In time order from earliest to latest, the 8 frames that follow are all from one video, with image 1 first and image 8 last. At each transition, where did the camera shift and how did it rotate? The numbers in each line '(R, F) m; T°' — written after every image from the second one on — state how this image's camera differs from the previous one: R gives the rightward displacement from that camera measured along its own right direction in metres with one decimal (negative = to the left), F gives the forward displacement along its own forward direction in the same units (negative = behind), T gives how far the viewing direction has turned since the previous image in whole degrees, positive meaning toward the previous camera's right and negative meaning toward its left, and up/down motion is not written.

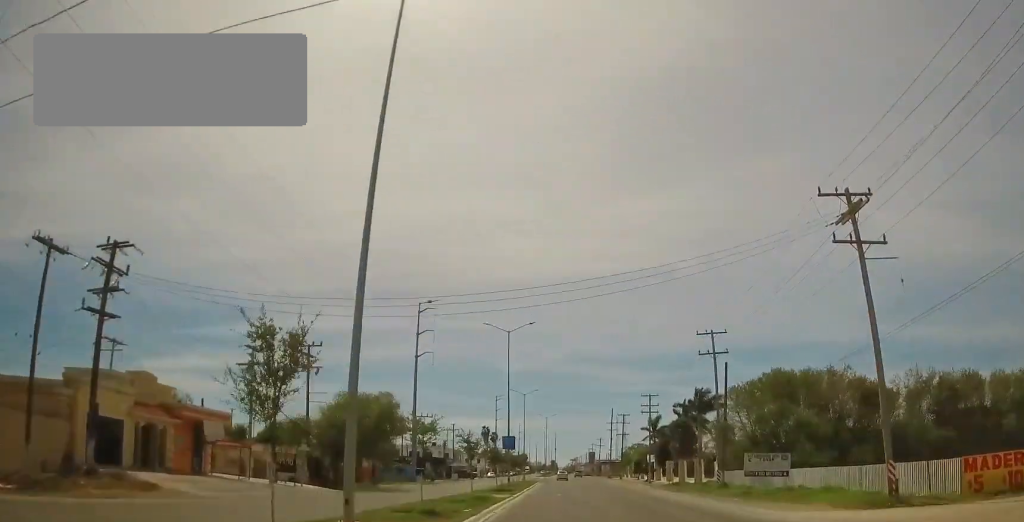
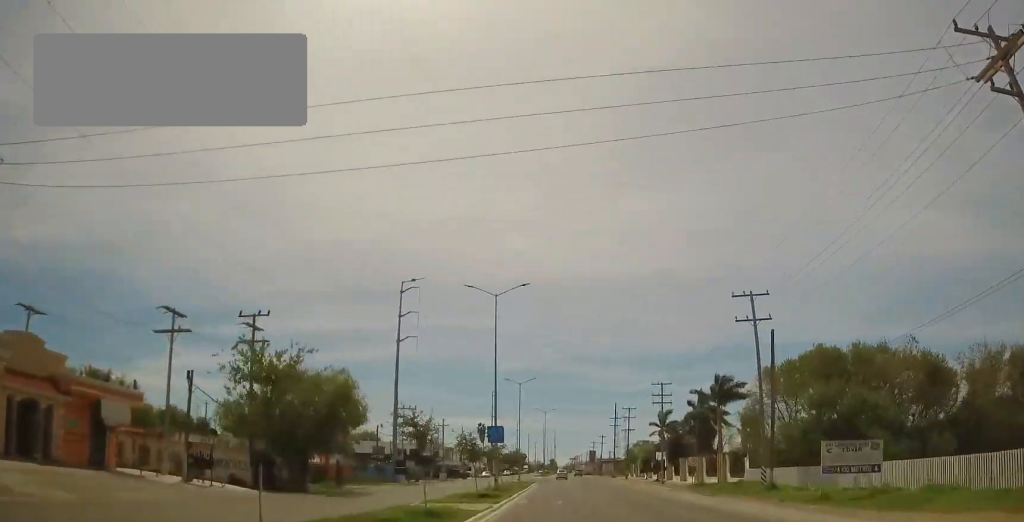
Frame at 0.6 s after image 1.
(0.0, +10.4) m; 0°
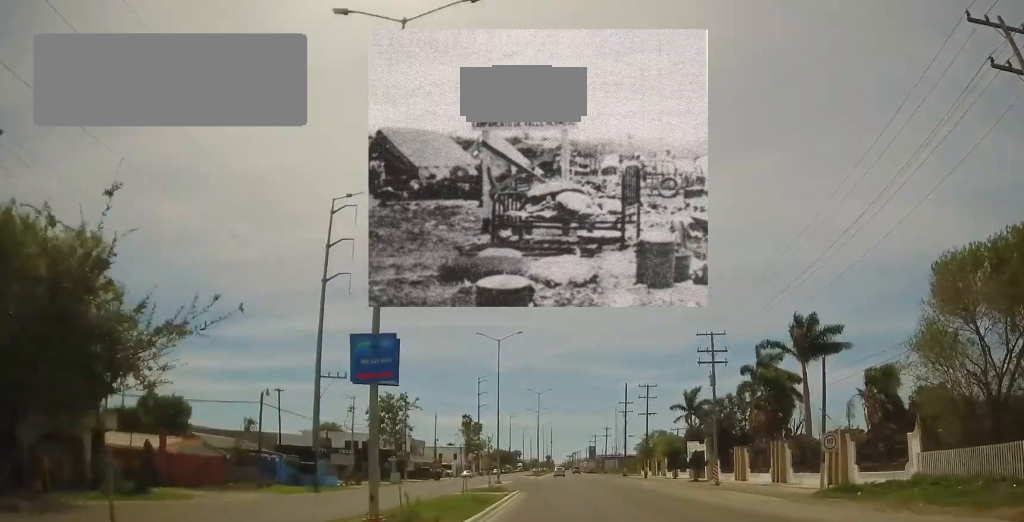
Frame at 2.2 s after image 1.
(0.0, +26.2) m; 0°
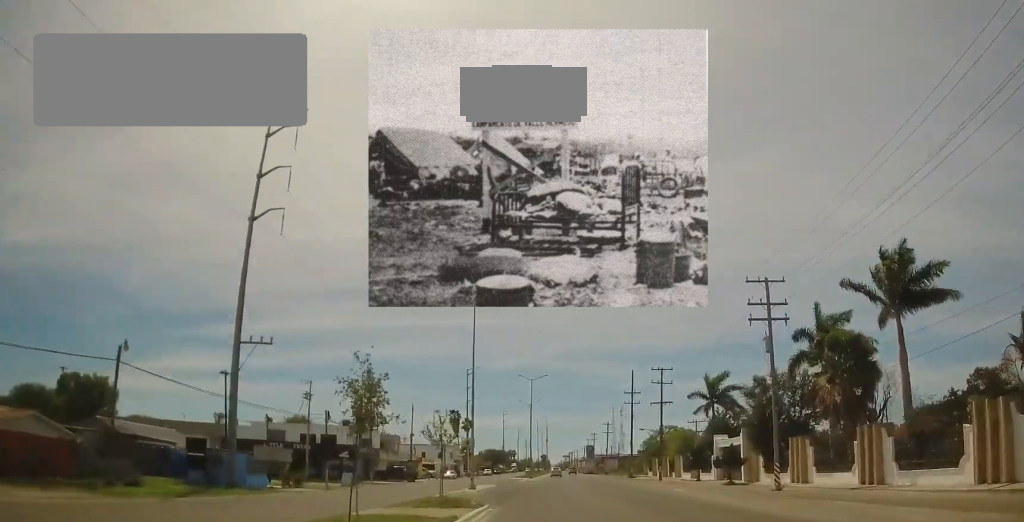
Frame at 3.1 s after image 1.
(0.0, +14.6) m; +1°
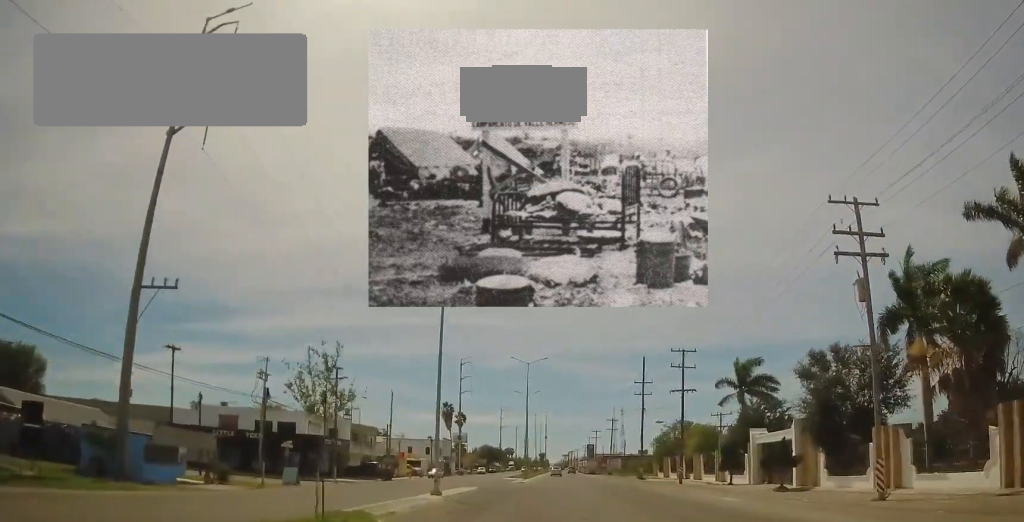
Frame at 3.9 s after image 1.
(+0.4, +11.8) m; 0°
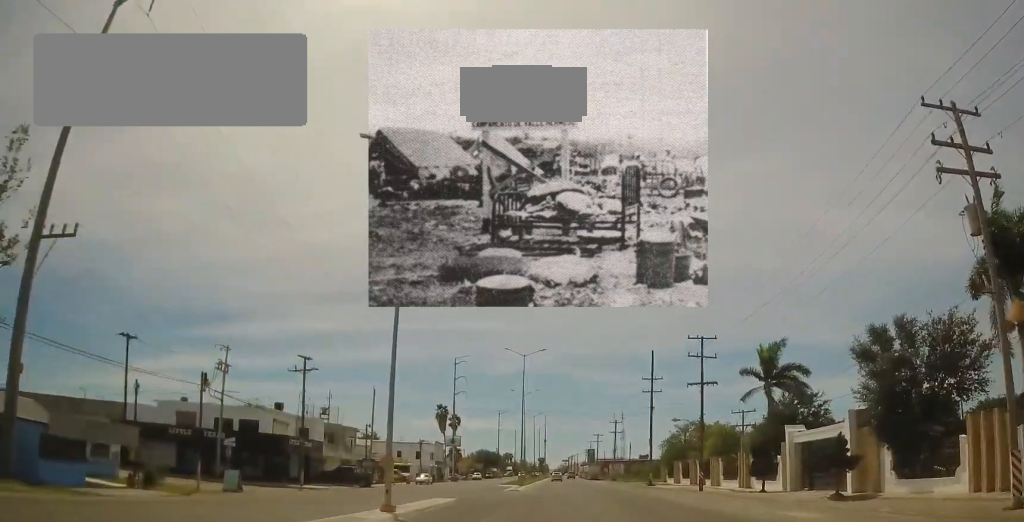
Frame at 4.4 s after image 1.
(-0.1, +8.0) m; 0°
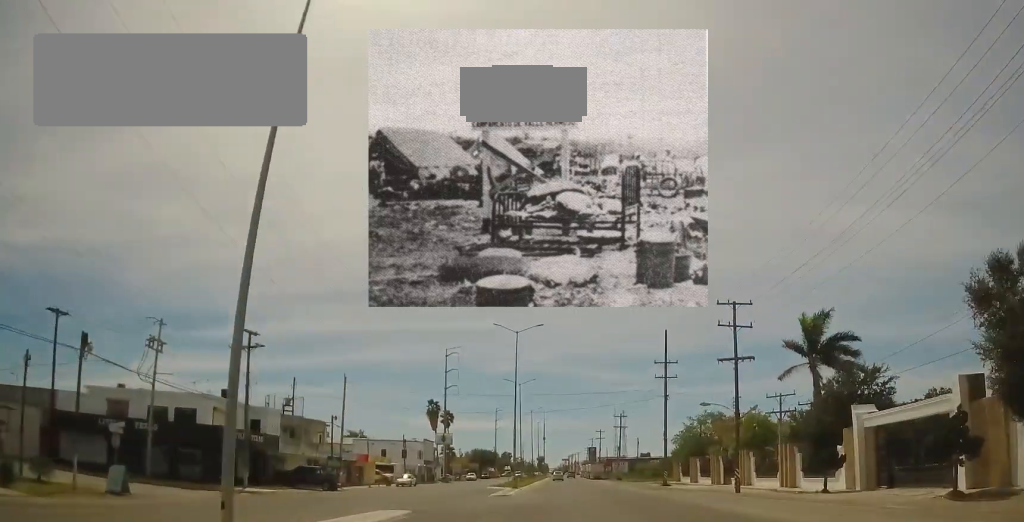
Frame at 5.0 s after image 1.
(-0.3, +10.2) m; 0°
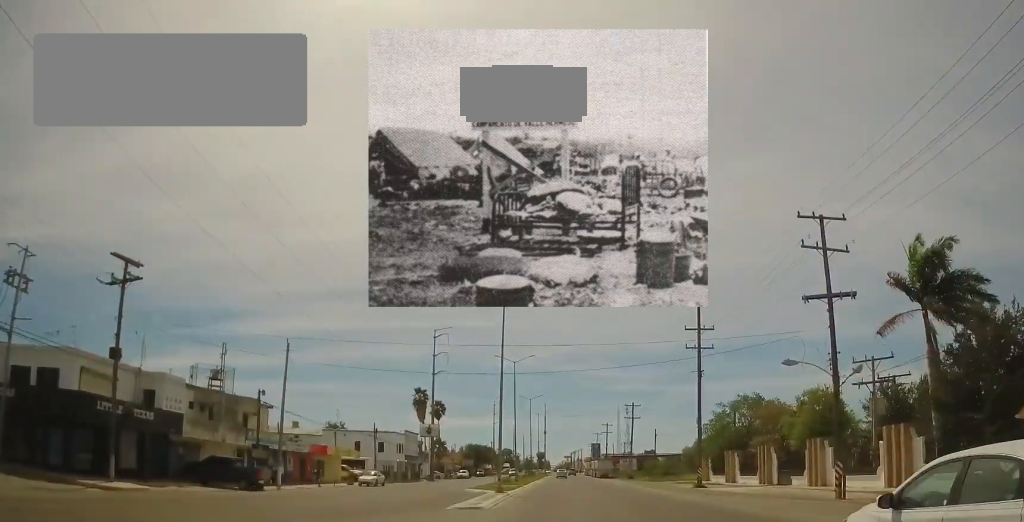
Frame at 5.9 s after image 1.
(+0.5, +14.8) m; 0°
